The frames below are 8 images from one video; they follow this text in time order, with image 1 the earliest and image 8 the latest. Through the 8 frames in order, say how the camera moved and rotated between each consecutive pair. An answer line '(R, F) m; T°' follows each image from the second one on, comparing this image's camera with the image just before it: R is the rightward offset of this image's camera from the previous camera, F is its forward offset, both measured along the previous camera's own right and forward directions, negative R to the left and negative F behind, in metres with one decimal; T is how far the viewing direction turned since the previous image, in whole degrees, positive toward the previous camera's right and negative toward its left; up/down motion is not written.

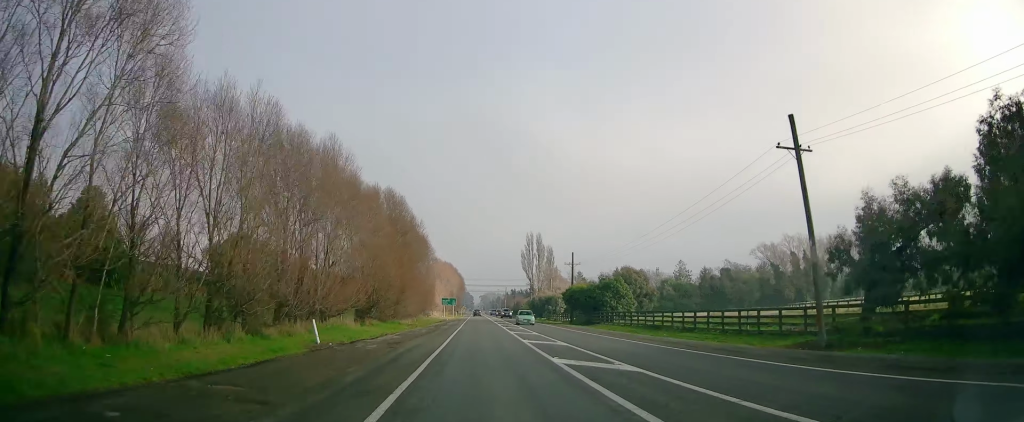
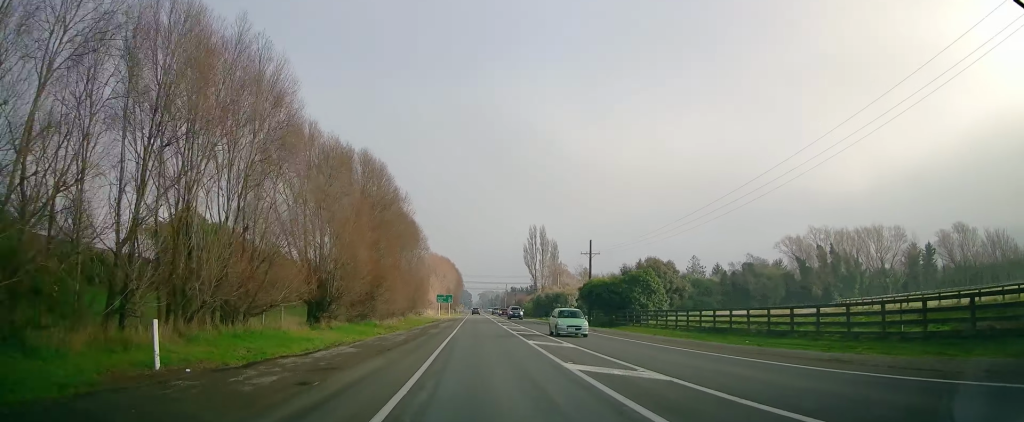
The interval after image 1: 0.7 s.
(-0.1, +11.9) m; 0°
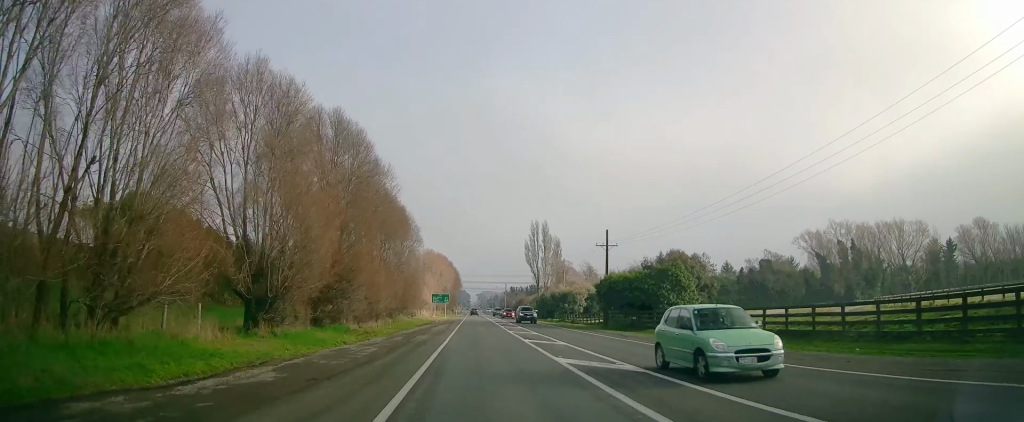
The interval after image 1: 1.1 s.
(-0.1, +8.4) m; +1°
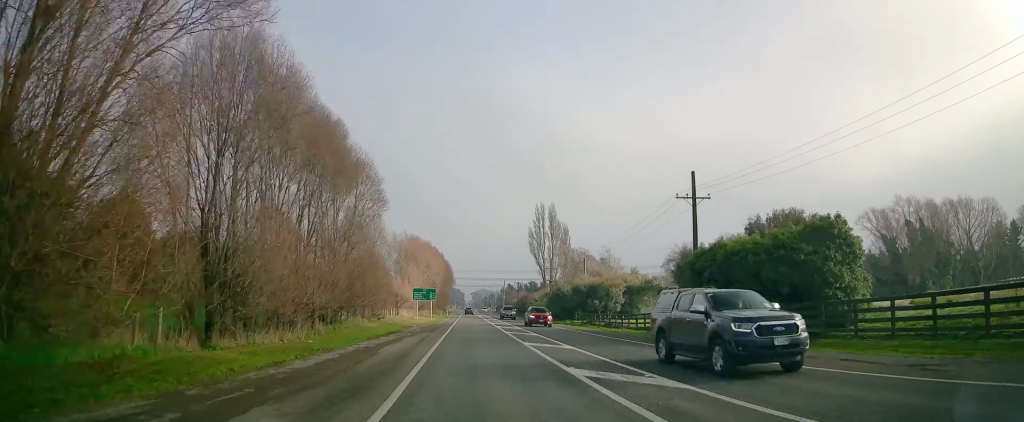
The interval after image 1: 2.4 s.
(+0.6, +22.9) m; +2°
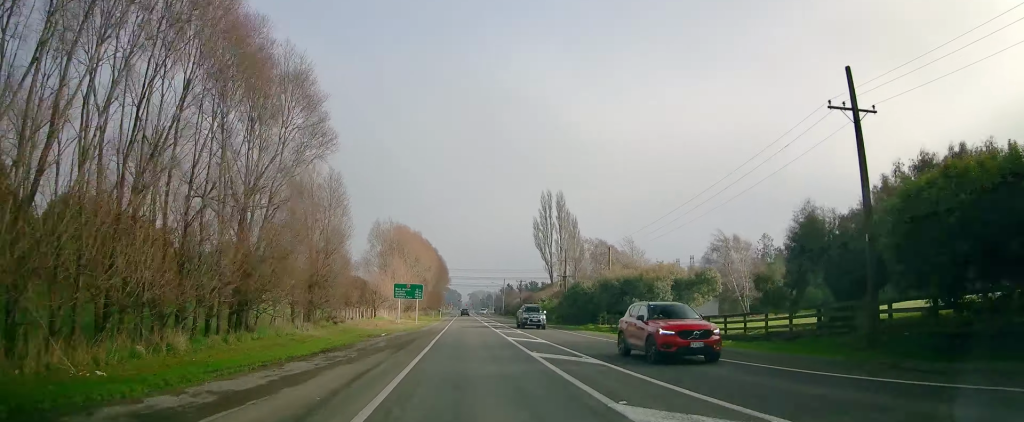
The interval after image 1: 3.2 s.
(0.0, +15.1) m; -1°
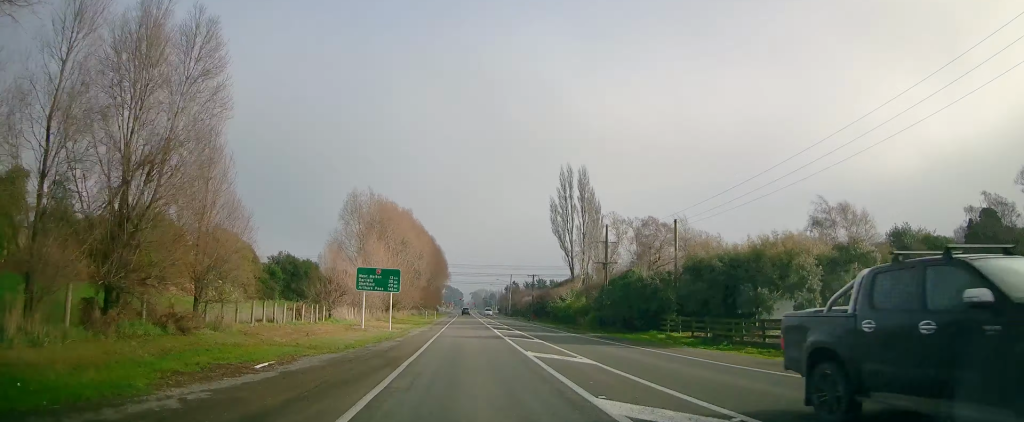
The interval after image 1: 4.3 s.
(-0.5, +19.4) m; 0°
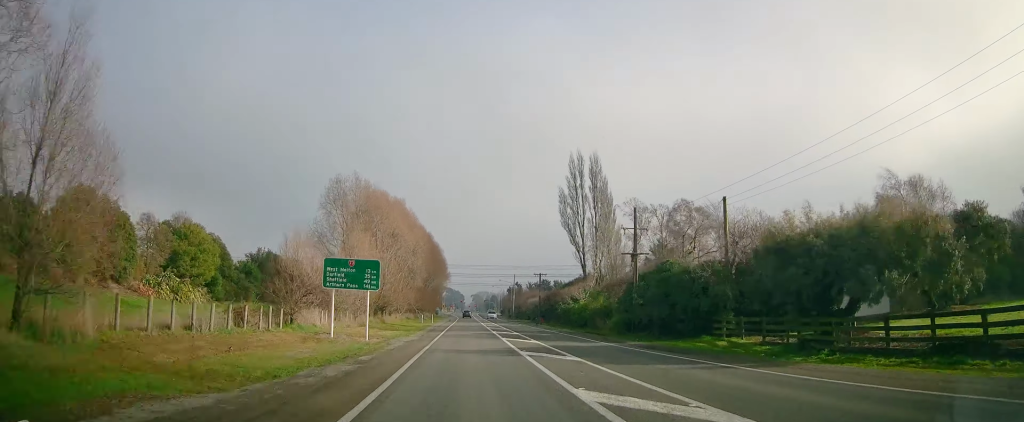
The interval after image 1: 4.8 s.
(+0.2, +8.4) m; +1°
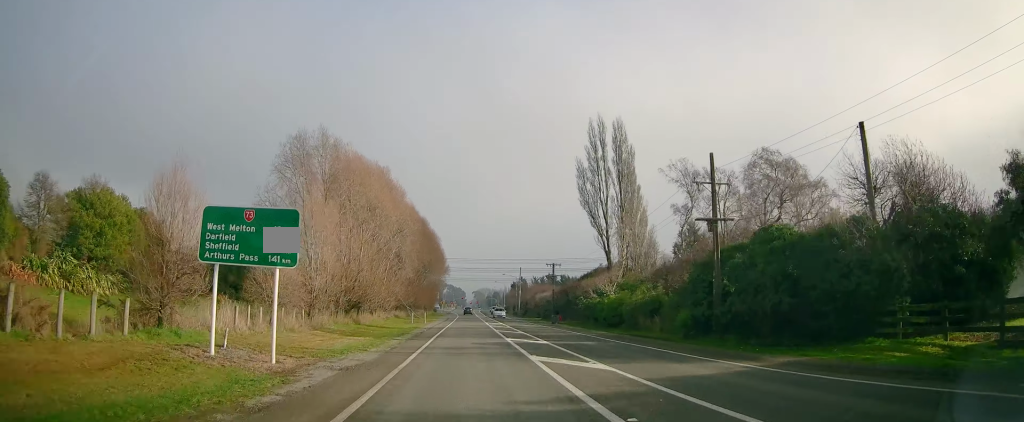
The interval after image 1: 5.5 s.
(+0.2, +13.3) m; 0°
